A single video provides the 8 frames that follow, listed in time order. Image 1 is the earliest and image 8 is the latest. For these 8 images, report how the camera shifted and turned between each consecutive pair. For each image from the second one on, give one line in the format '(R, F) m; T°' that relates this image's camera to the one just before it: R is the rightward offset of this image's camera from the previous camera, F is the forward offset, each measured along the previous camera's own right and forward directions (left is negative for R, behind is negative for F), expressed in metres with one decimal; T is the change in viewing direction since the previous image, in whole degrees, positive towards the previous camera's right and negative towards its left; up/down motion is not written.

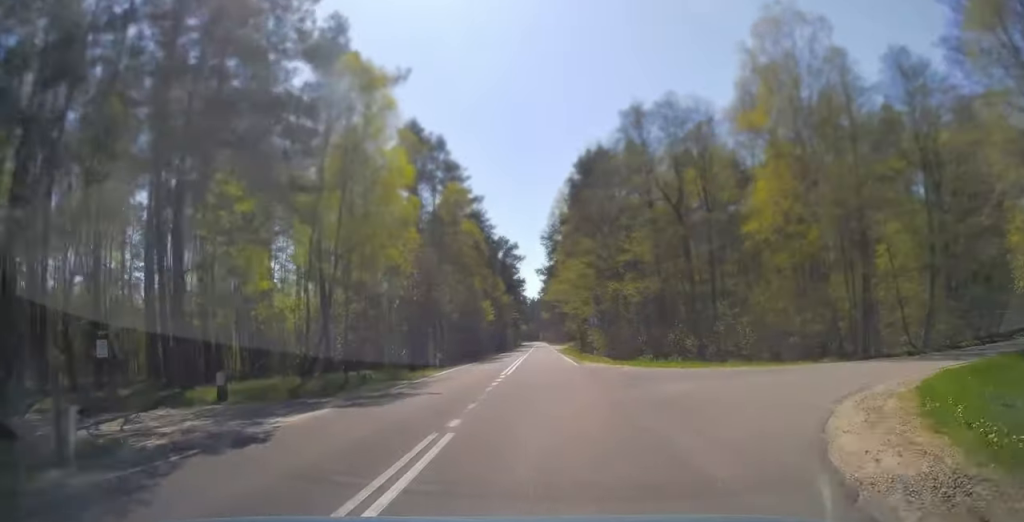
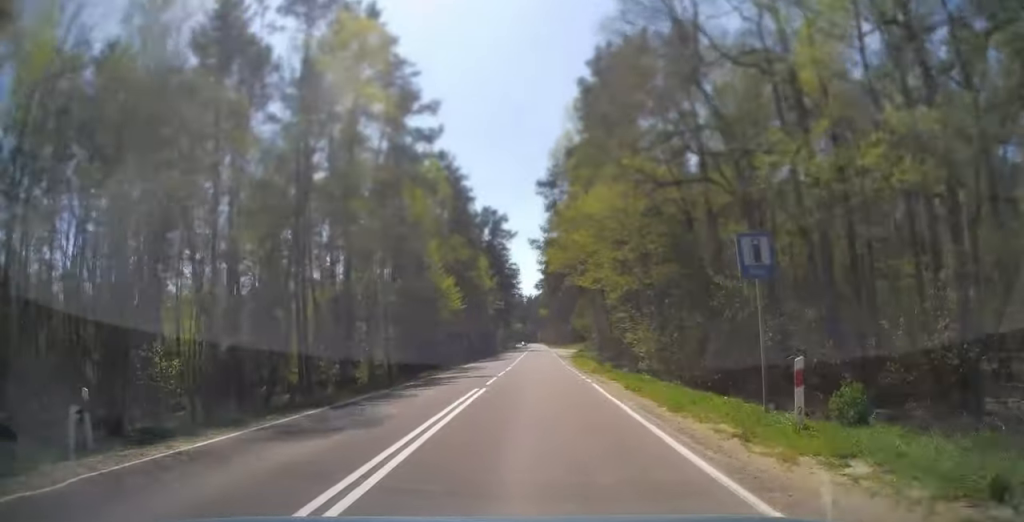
(+0.3, +31.8) m; 0°
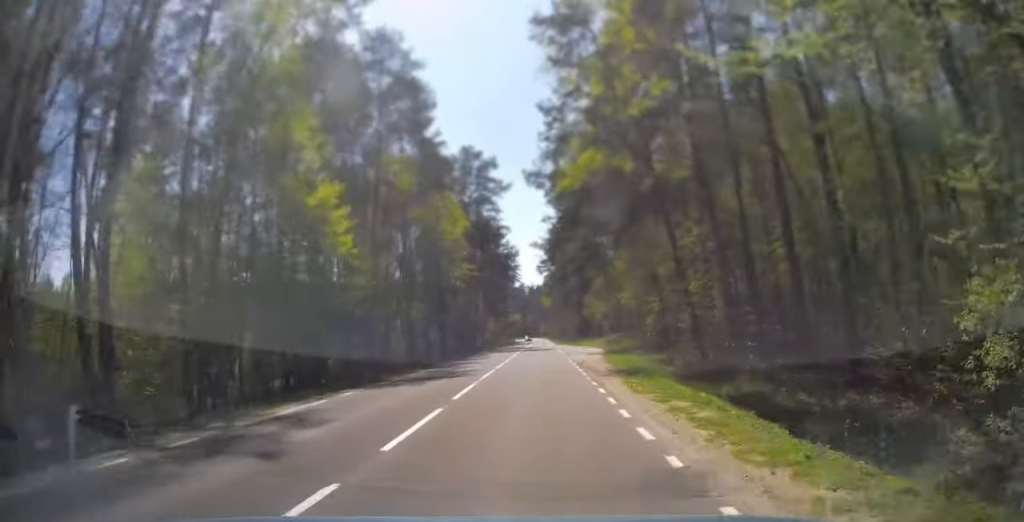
(-0.3, +30.1) m; -1°
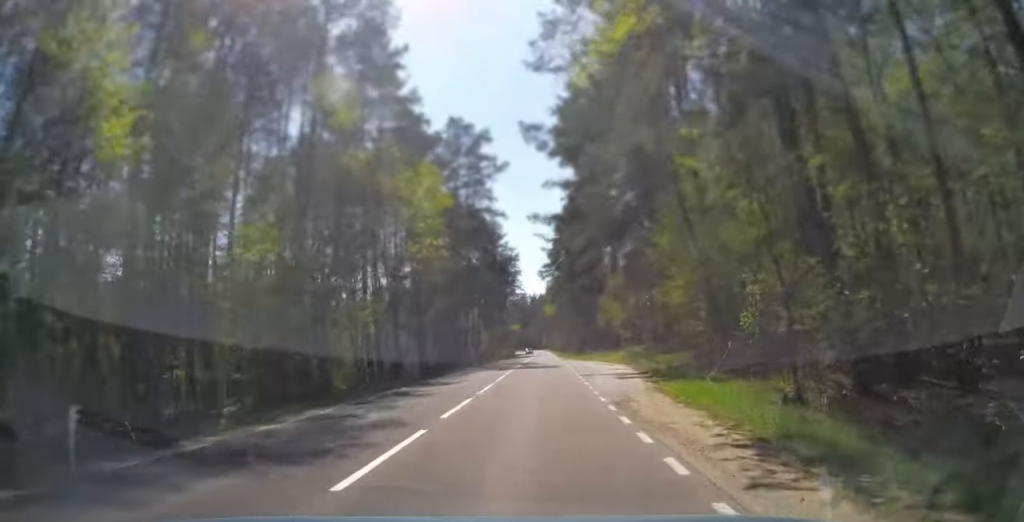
(0.0, +13.7) m; 0°
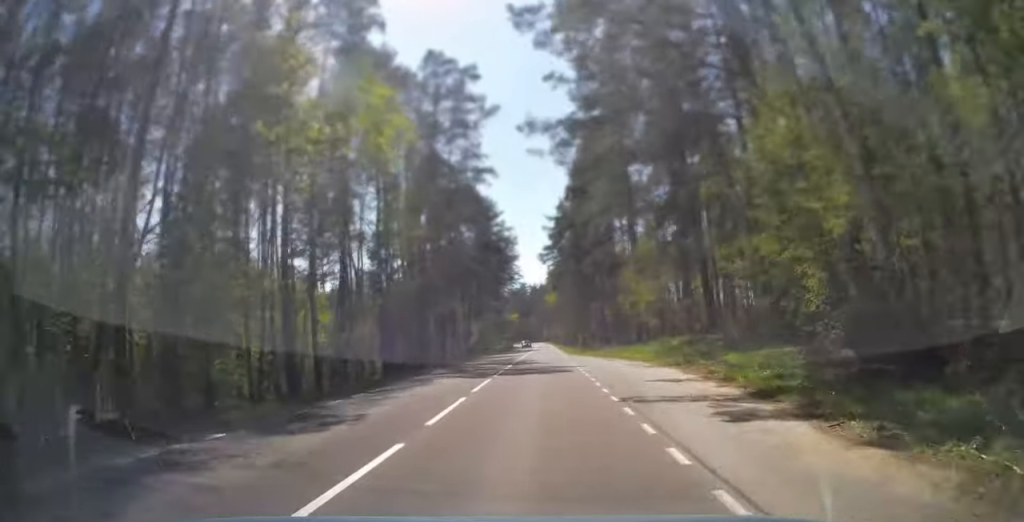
(0.0, +13.7) m; 0°
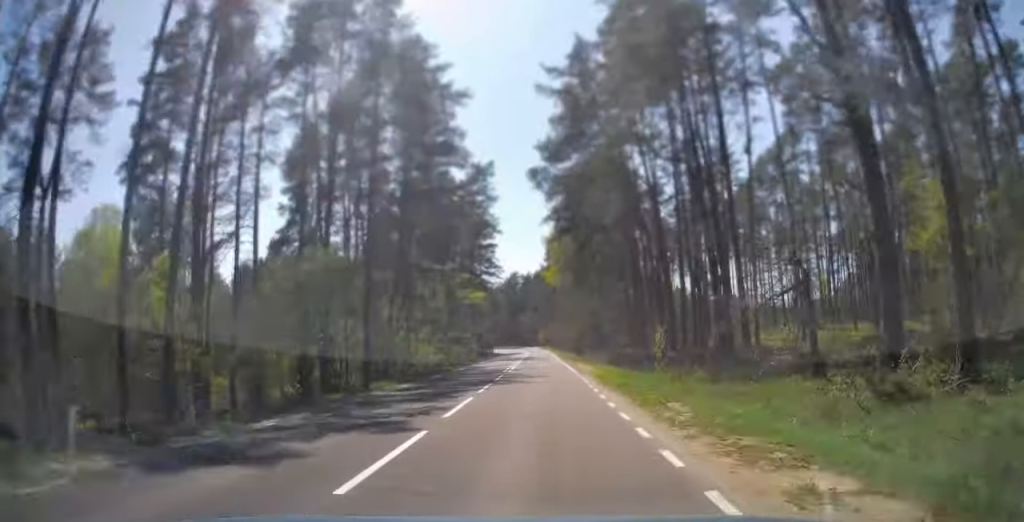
(+0.1, +58.0) m; 0°
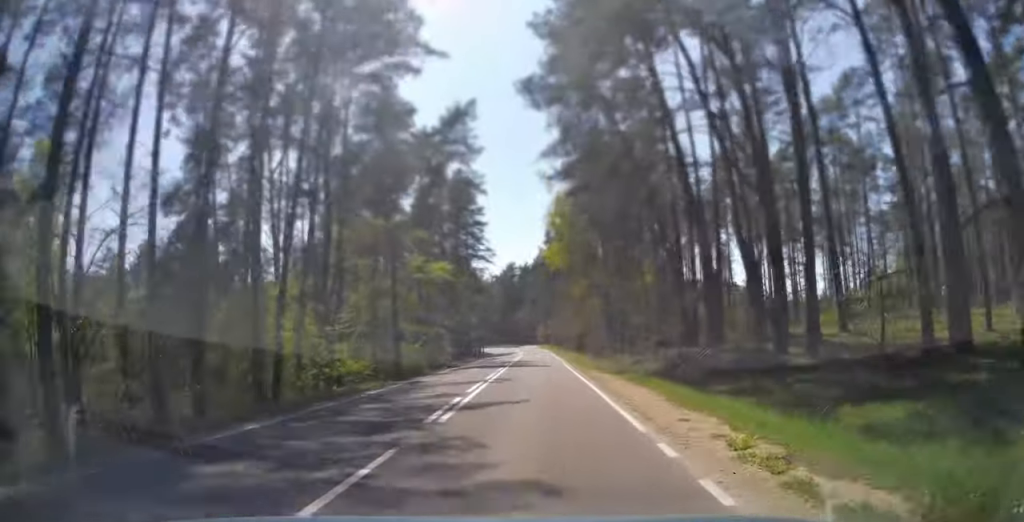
(0.0, +19.6) m; 0°
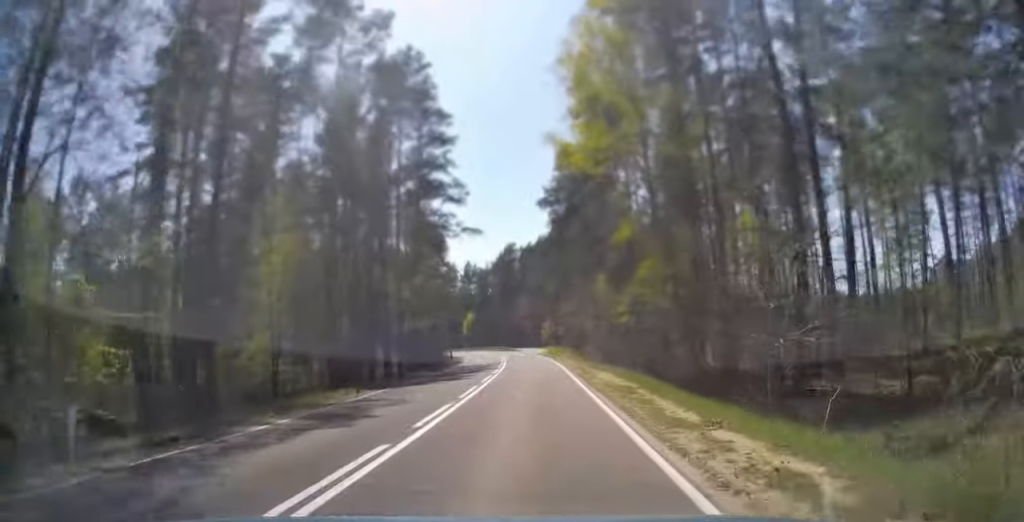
(-0.2, +42.0) m; -2°
